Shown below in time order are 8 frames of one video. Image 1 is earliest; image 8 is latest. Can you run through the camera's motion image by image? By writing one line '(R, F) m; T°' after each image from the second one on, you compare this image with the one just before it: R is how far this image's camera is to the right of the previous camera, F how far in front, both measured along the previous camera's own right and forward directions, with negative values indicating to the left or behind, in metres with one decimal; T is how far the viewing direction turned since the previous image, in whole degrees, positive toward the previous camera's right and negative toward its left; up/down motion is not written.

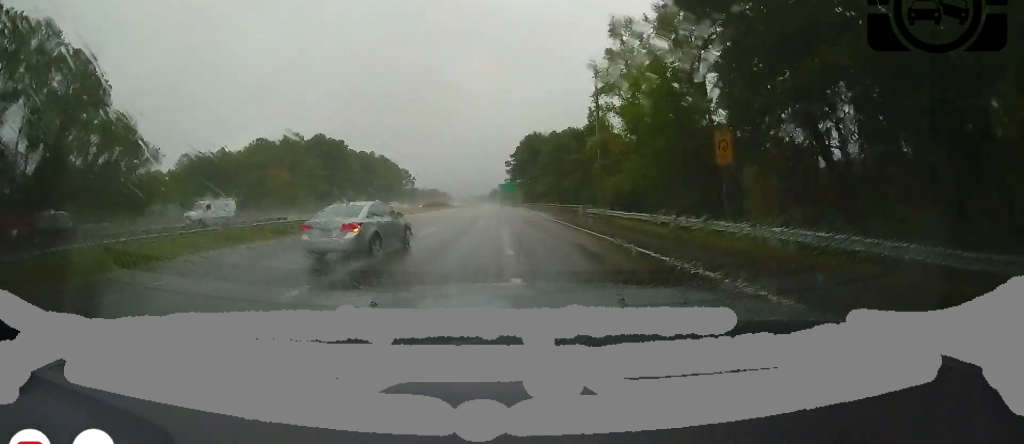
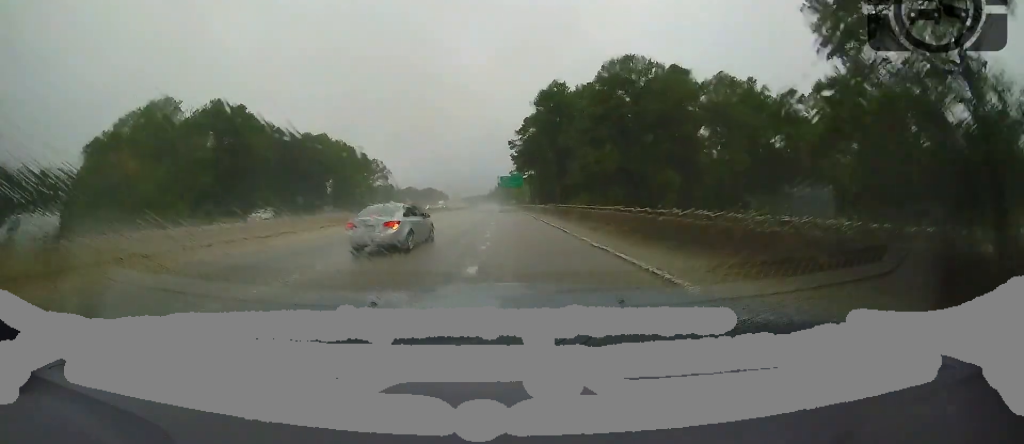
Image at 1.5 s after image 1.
(+0.3, +39.1) m; 0°
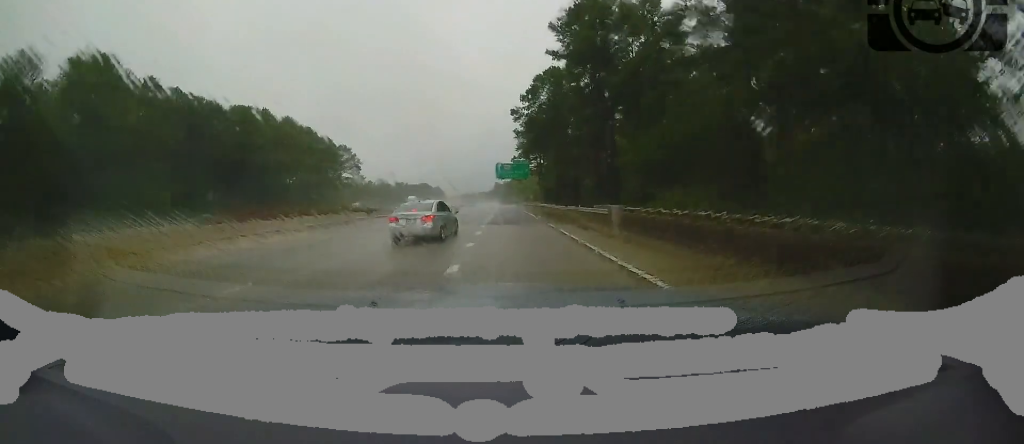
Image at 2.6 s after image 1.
(+0.1, +26.3) m; 0°
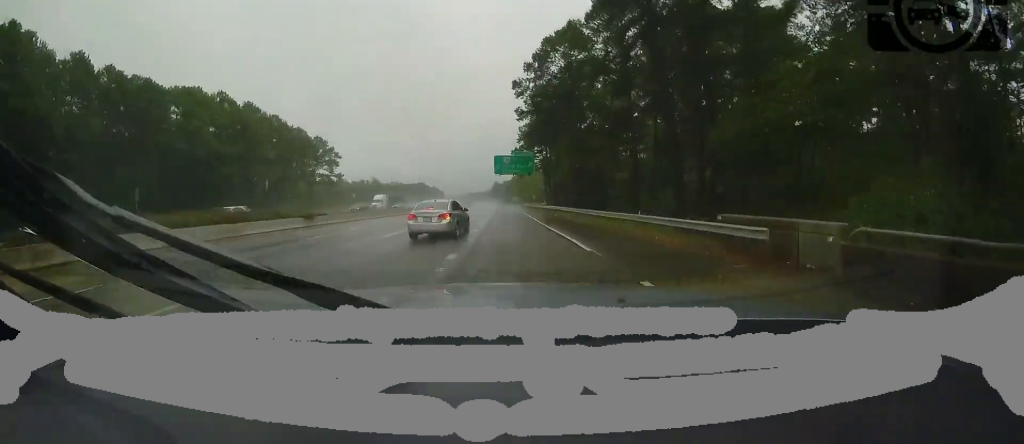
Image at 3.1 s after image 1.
(+0.1, +13.4) m; 0°
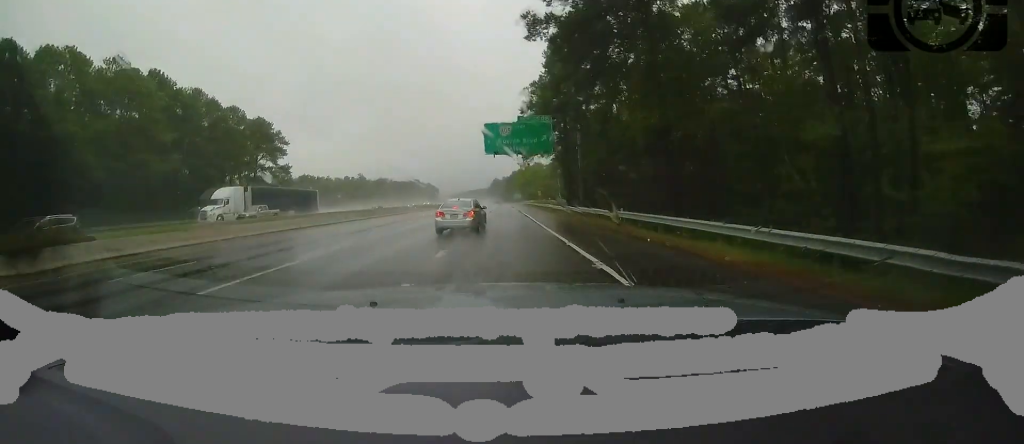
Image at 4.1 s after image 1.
(0.0, +22.1) m; 0°
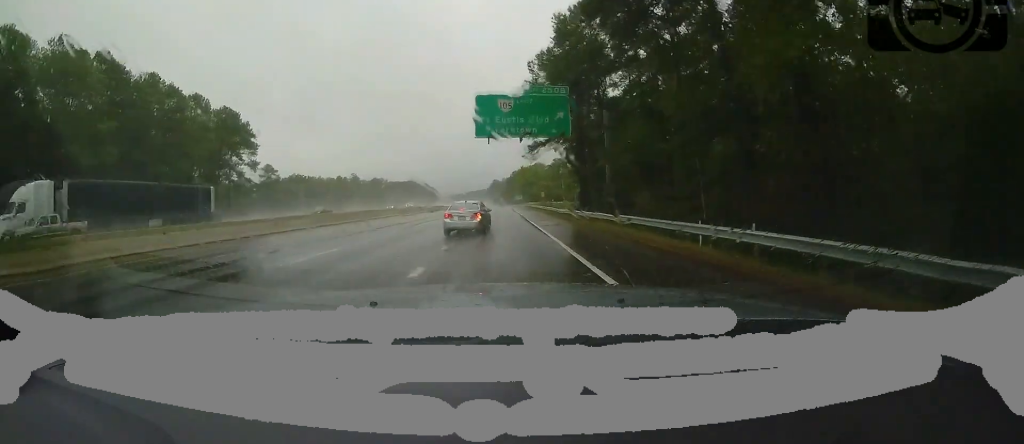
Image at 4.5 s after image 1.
(+0.1, +9.5) m; 0°
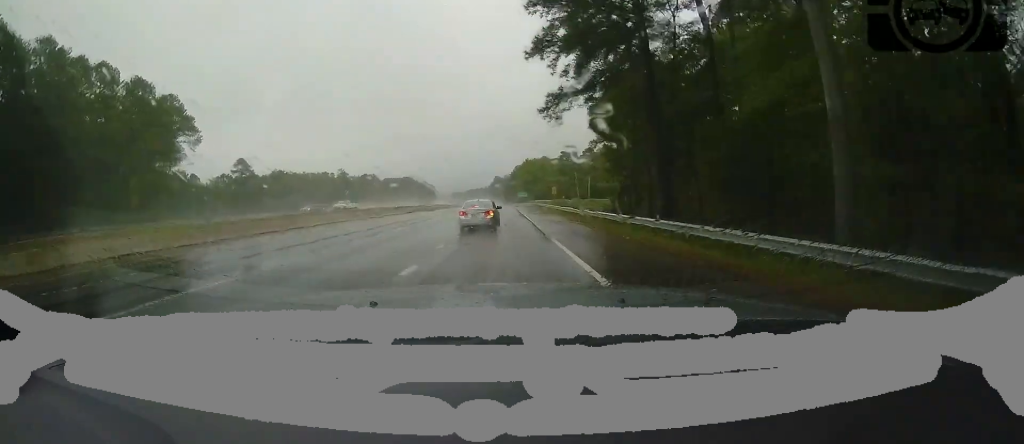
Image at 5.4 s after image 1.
(-0.1, +18.5) m; 0°
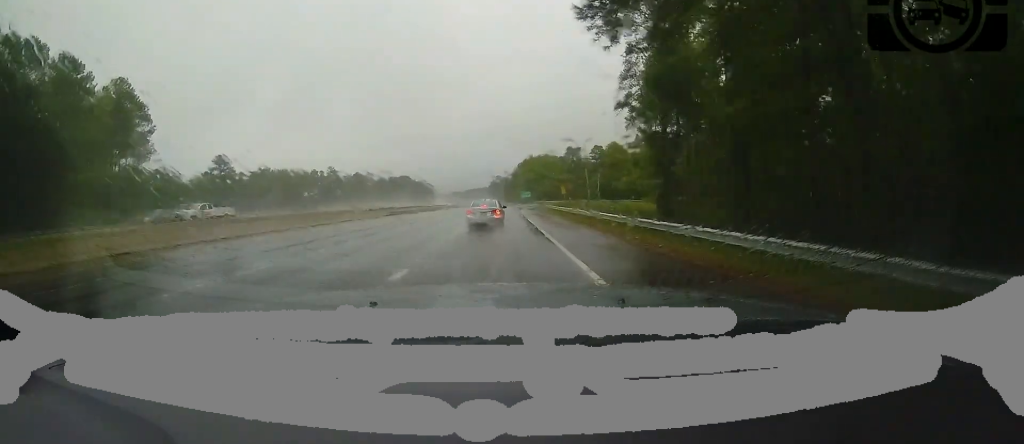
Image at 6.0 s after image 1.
(-0.2, +11.7) m; 0°
